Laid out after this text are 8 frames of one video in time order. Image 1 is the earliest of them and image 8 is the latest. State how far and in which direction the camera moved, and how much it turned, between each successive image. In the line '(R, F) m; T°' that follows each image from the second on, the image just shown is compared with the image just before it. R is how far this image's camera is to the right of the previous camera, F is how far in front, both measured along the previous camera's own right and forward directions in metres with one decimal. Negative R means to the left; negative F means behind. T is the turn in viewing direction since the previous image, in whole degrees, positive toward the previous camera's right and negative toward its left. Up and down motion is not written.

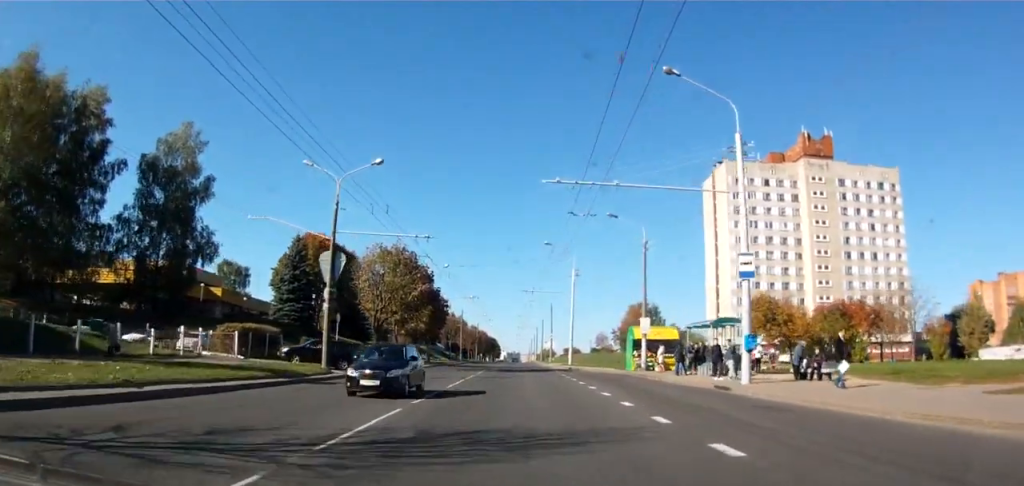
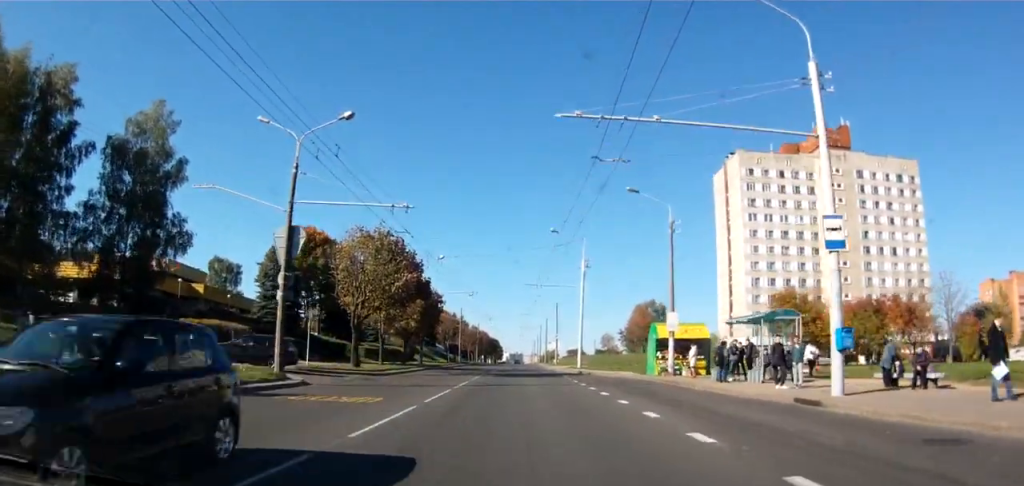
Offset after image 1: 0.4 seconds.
(0.0, +5.7) m; 0°
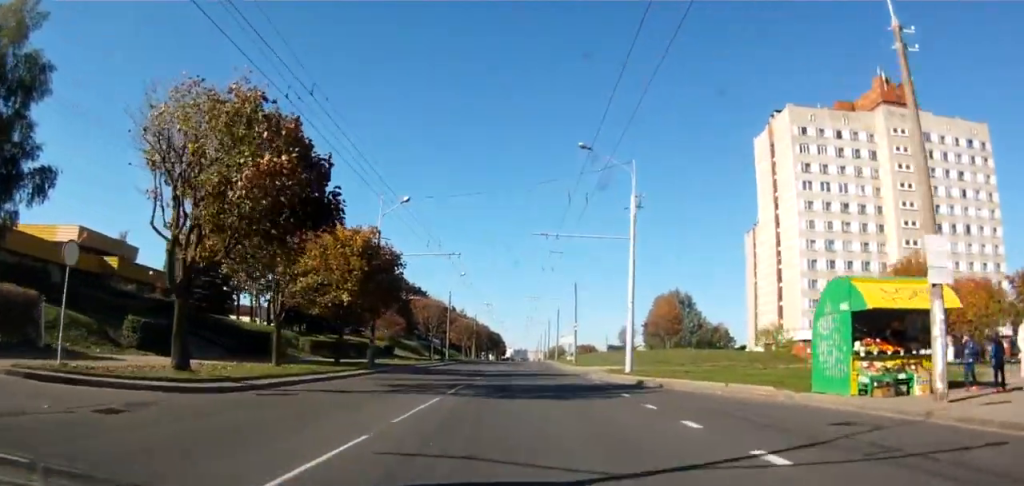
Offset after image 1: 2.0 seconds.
(+0.4, +20.6) m; +1°
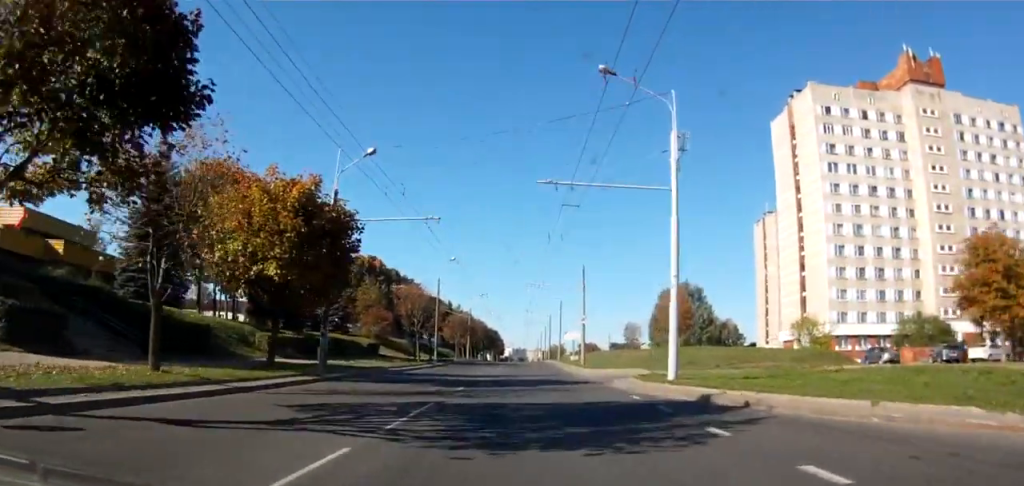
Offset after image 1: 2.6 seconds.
(0.0, +8.6) m; 0°
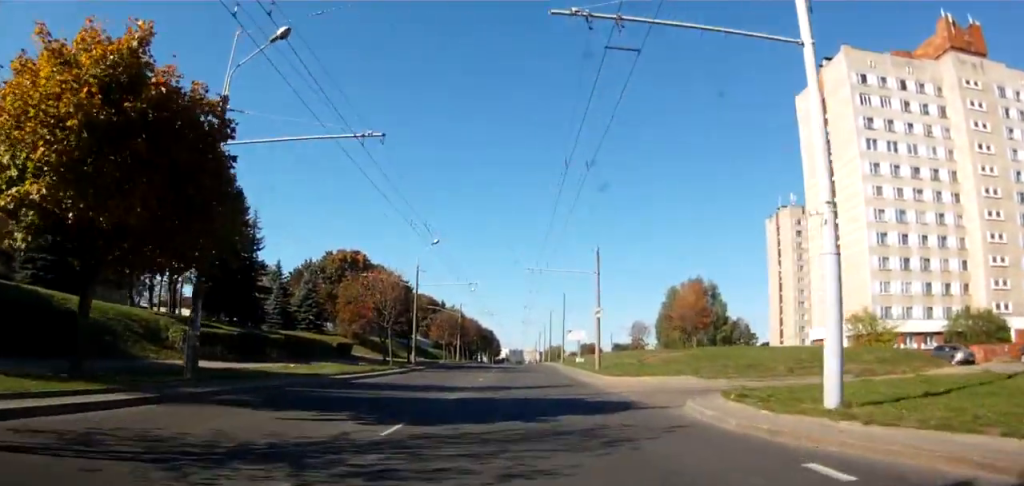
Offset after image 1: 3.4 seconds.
(0.0, +11.0) m; 0°
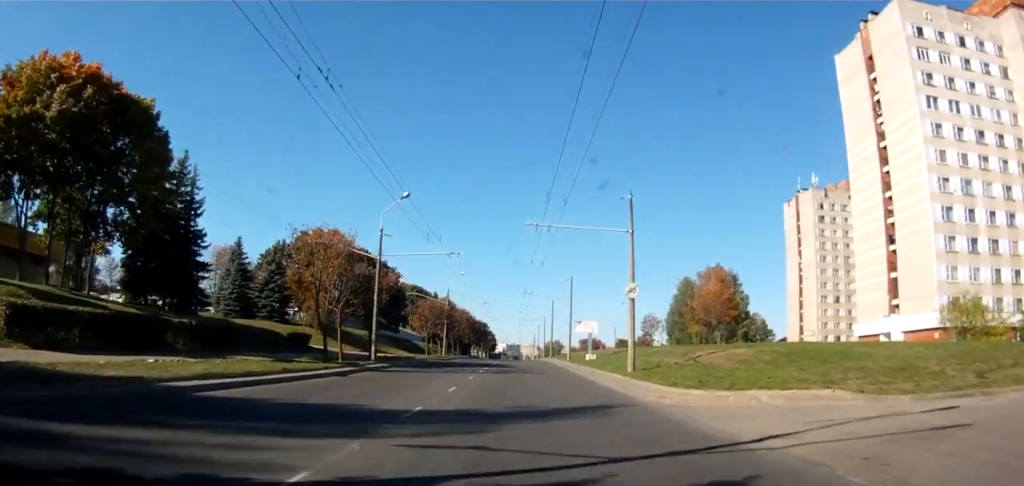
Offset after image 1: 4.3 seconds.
(0.0, +12.3) m; 0°
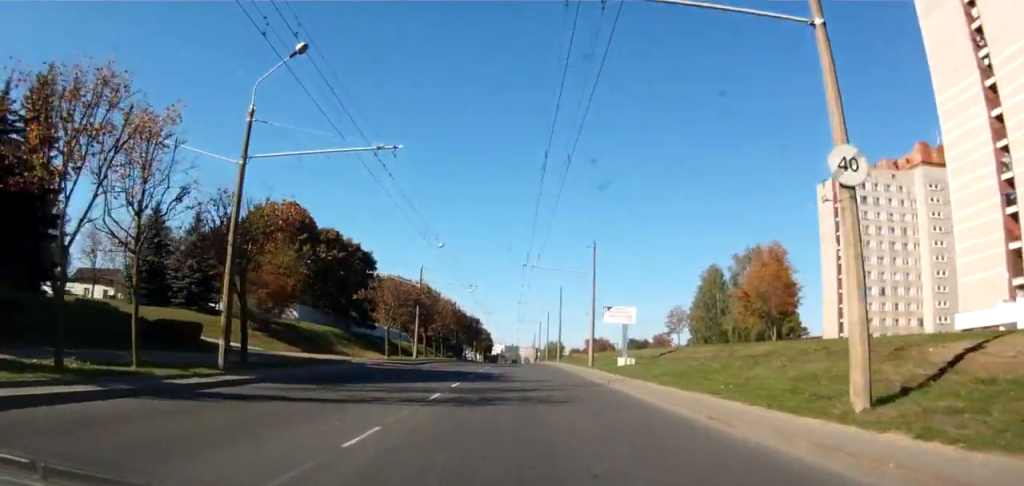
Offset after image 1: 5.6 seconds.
(-0.1, +19.0) m; 0°
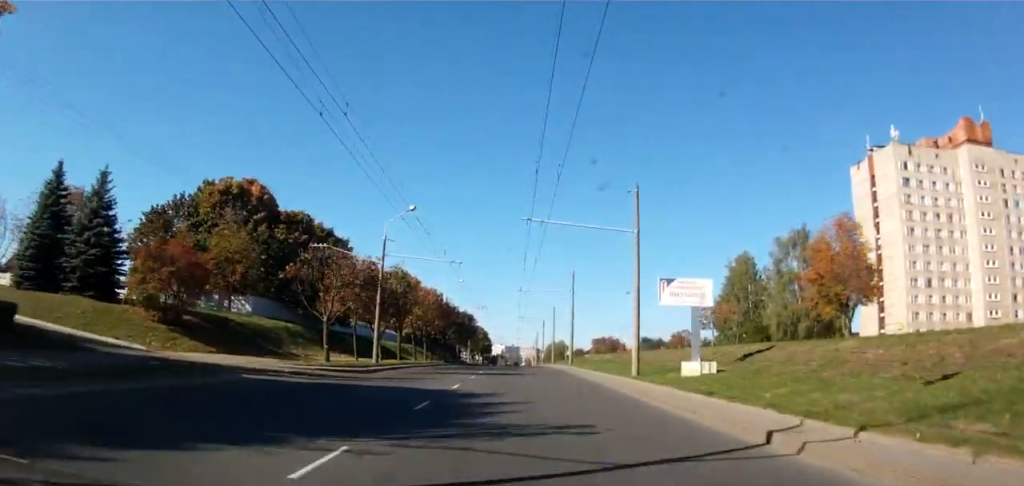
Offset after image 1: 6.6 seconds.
(0.0, +14.8) m; 0°
